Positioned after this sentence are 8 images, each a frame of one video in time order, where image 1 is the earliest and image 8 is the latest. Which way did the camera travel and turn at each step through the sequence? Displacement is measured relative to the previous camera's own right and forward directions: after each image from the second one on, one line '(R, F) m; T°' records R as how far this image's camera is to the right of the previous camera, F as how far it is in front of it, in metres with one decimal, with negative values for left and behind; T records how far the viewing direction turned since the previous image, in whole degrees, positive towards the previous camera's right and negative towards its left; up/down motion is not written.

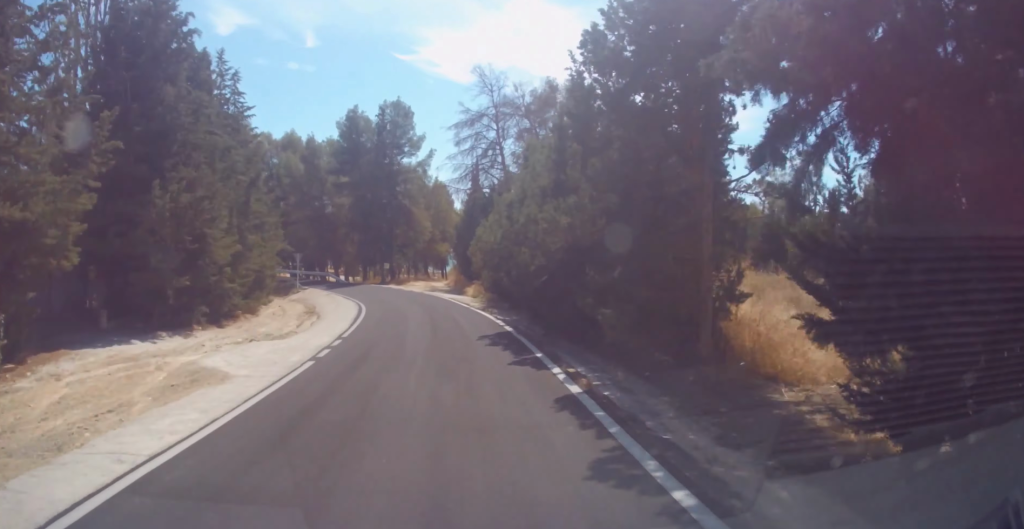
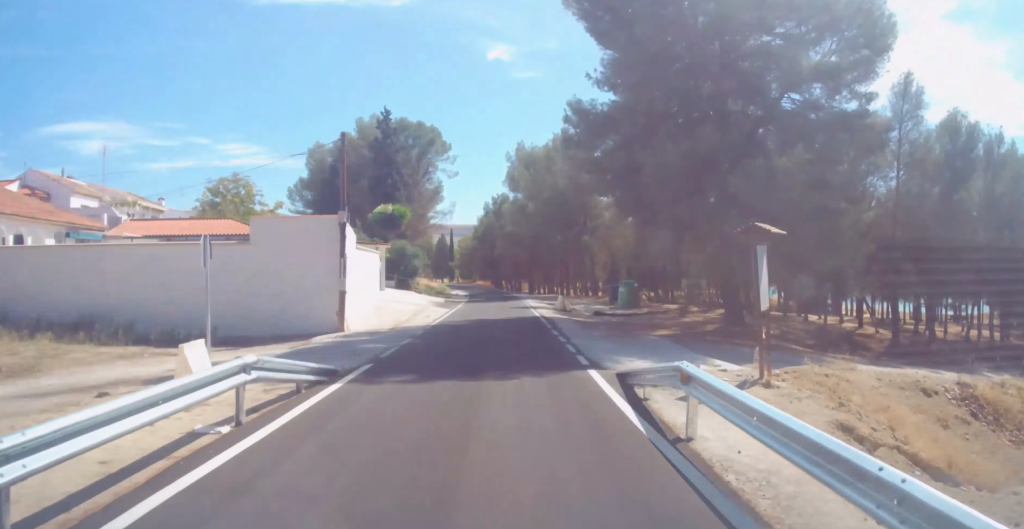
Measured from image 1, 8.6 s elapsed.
(-16.1, +96.9) m; -16°
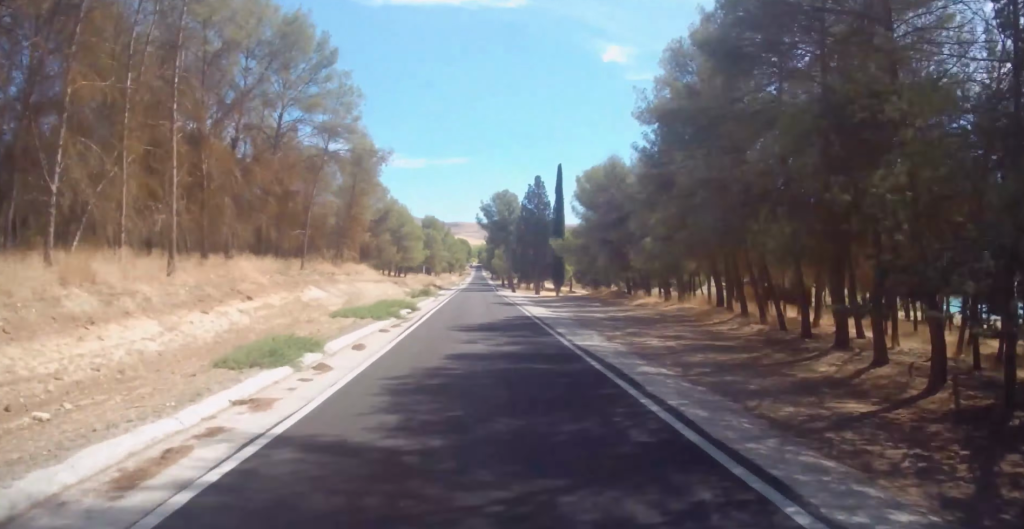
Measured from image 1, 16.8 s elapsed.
(-9.1, +100.5) m; -8°
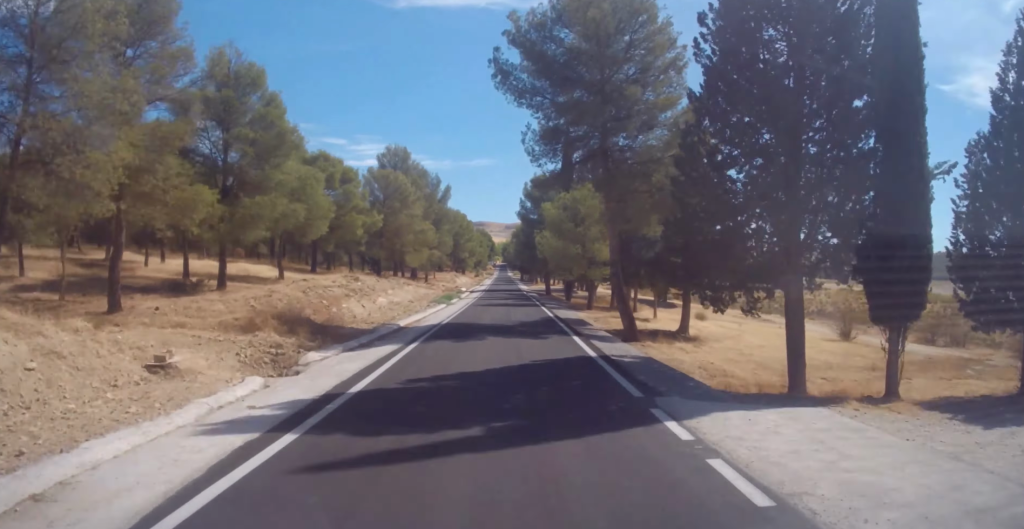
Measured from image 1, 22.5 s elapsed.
(-2.6, +73.4) m; -2°
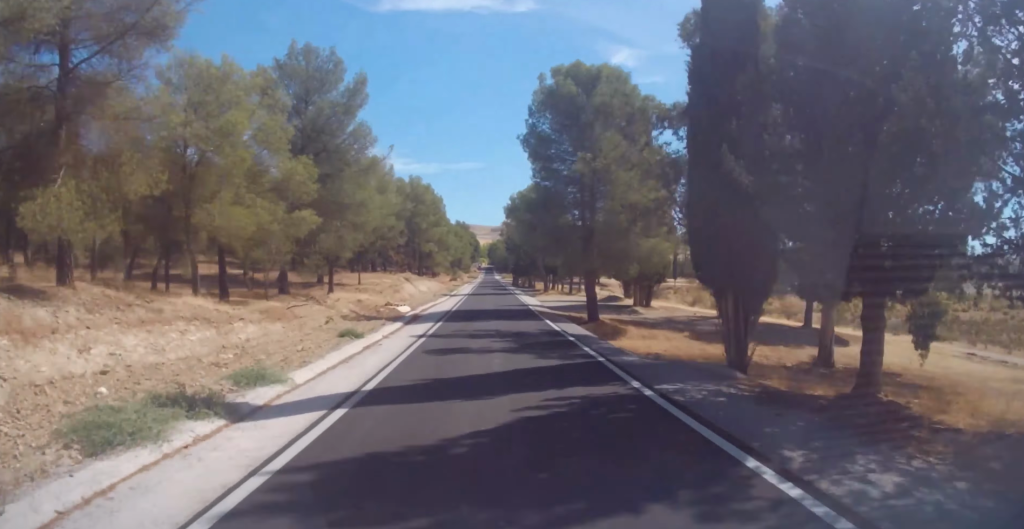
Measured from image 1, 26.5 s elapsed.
(-0.7, +52.4) m; -1°
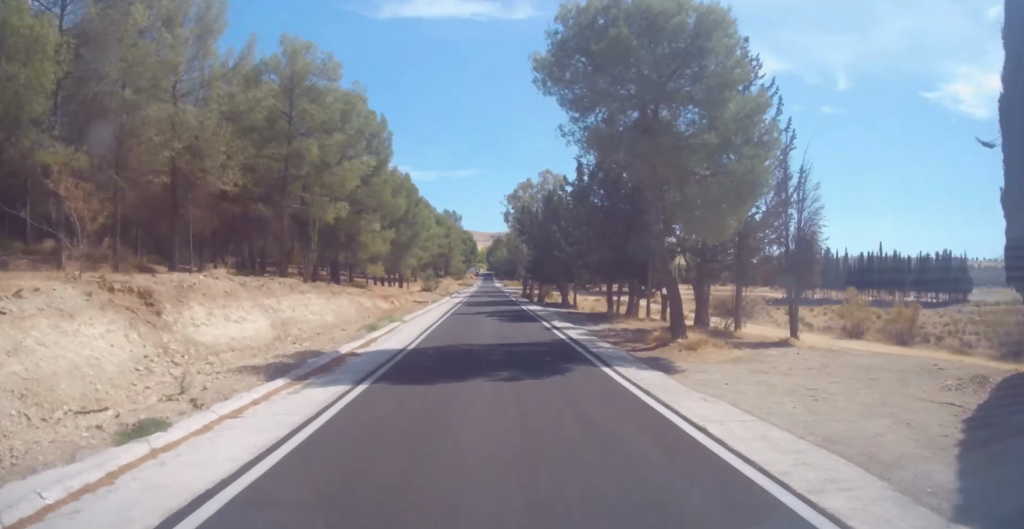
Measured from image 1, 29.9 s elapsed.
(-0.2, +46.1) m; -1°
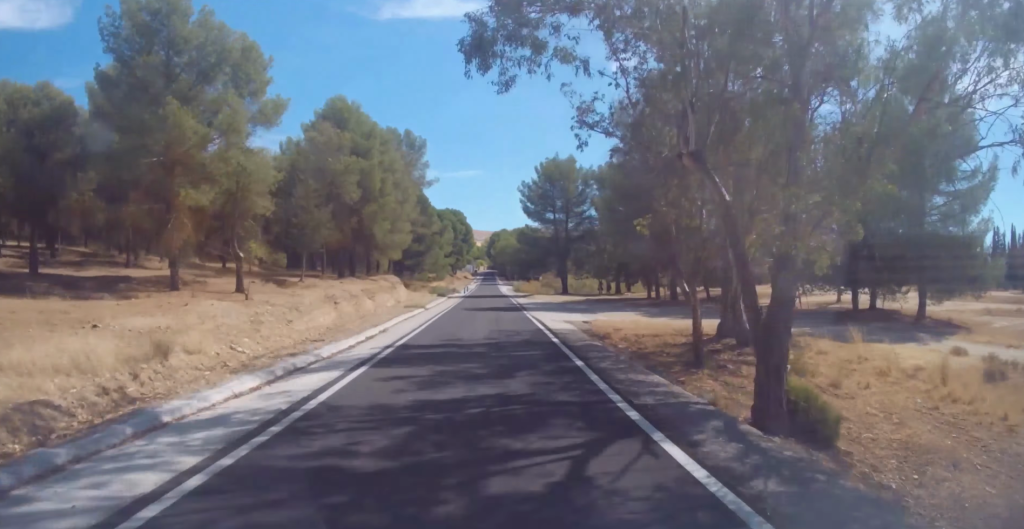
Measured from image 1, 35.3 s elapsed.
(-0.7, +74.8) m; 0°
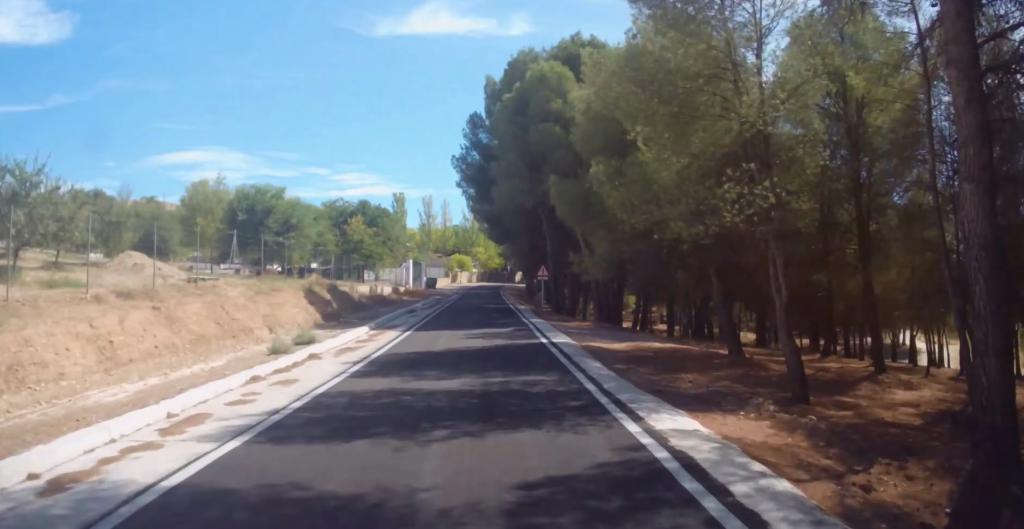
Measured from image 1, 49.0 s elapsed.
(+0.2, +191.1) m; +3°
